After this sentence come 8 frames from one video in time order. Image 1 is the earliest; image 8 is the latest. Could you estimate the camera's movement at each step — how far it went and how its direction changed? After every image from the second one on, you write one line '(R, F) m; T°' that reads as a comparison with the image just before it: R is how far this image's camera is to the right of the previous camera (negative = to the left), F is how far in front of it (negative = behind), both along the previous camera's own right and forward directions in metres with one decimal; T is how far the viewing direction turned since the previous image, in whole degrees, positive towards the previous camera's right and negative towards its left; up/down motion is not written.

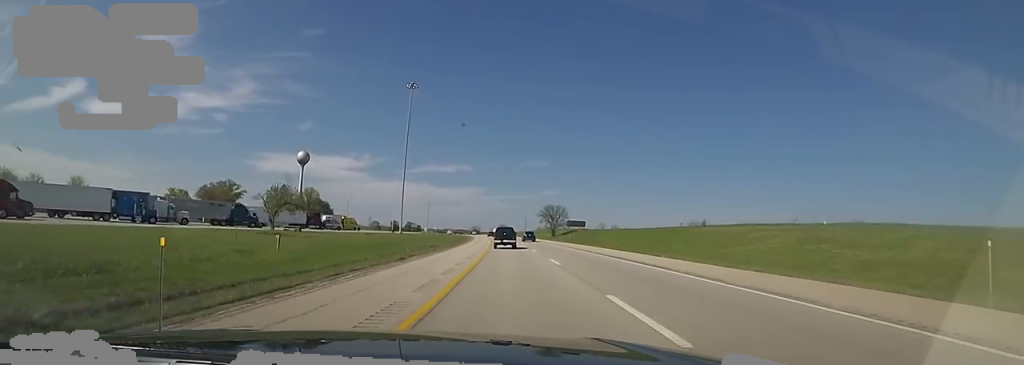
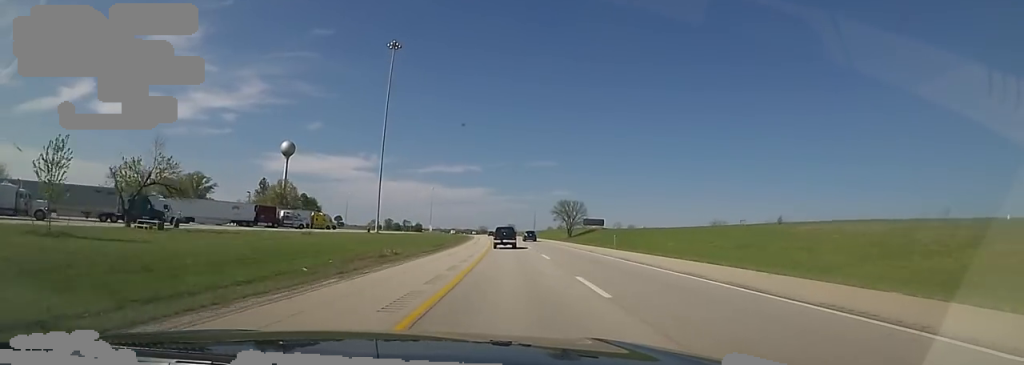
(-0.5, +25.8) m; 0°
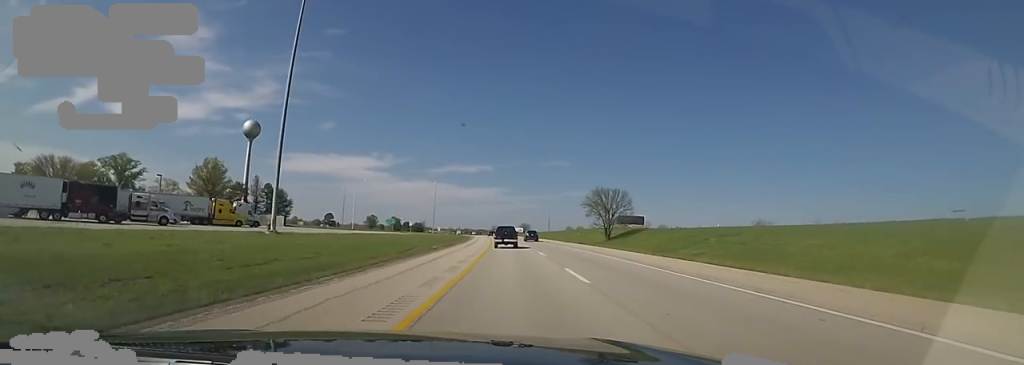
(+0.5, +42.0) m; 0°
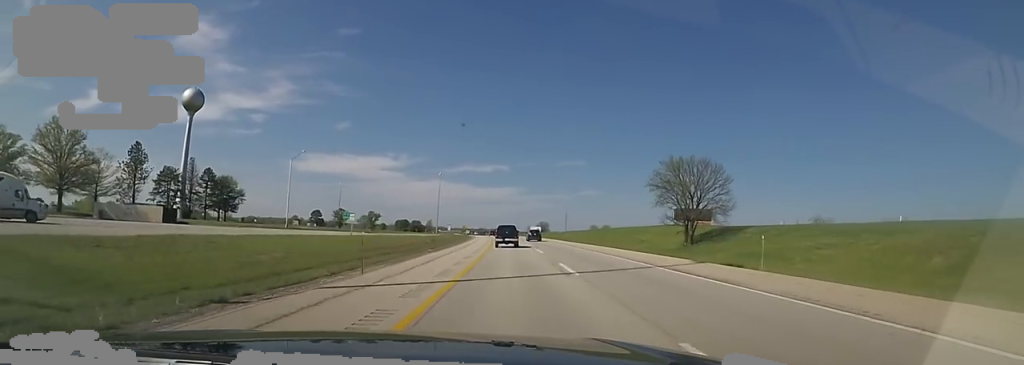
(-0.9, +42.9) m; -2°
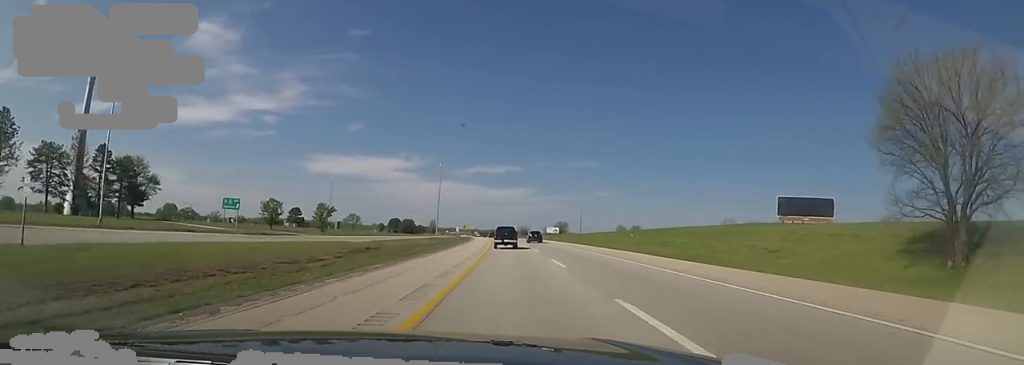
(-0.7, +41.7) m; -3°
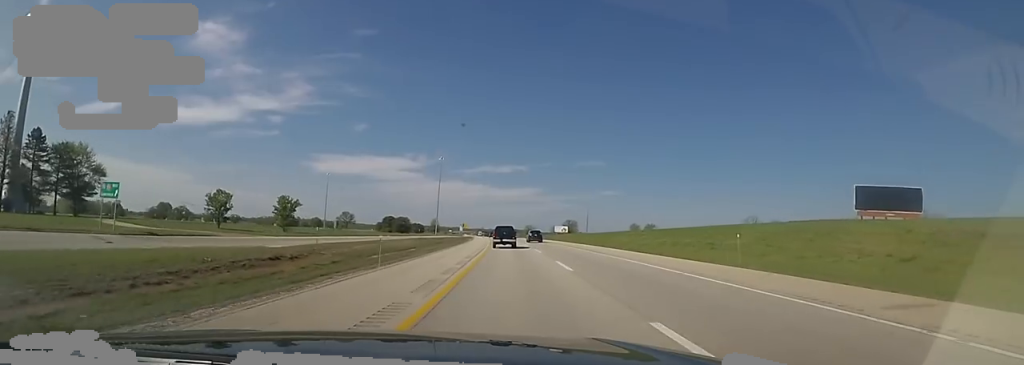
(-0.2, +17.4) m; -2°
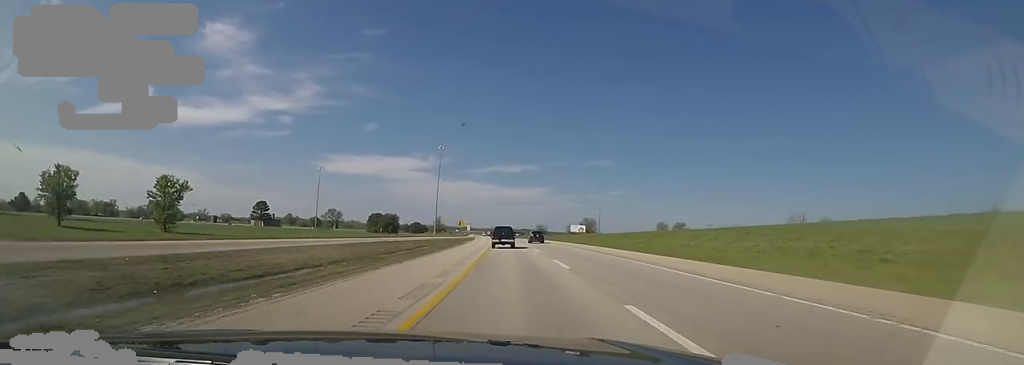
(-0.7, +28.8) m; -1°
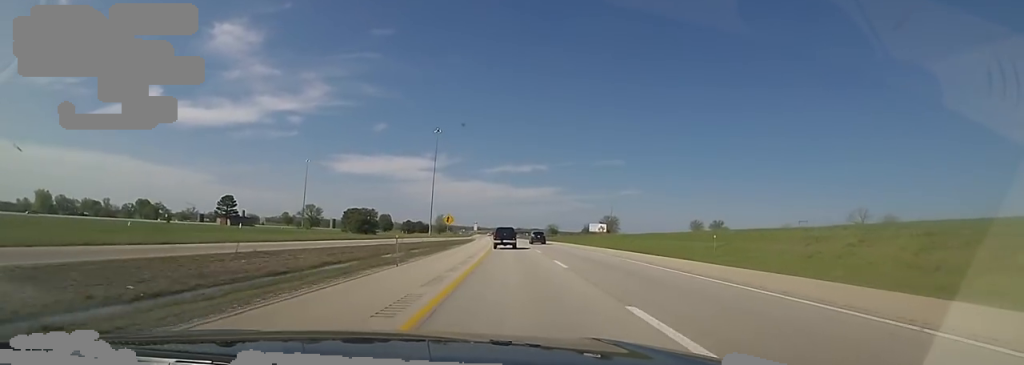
(-0.2, +29.7) m; -1°
